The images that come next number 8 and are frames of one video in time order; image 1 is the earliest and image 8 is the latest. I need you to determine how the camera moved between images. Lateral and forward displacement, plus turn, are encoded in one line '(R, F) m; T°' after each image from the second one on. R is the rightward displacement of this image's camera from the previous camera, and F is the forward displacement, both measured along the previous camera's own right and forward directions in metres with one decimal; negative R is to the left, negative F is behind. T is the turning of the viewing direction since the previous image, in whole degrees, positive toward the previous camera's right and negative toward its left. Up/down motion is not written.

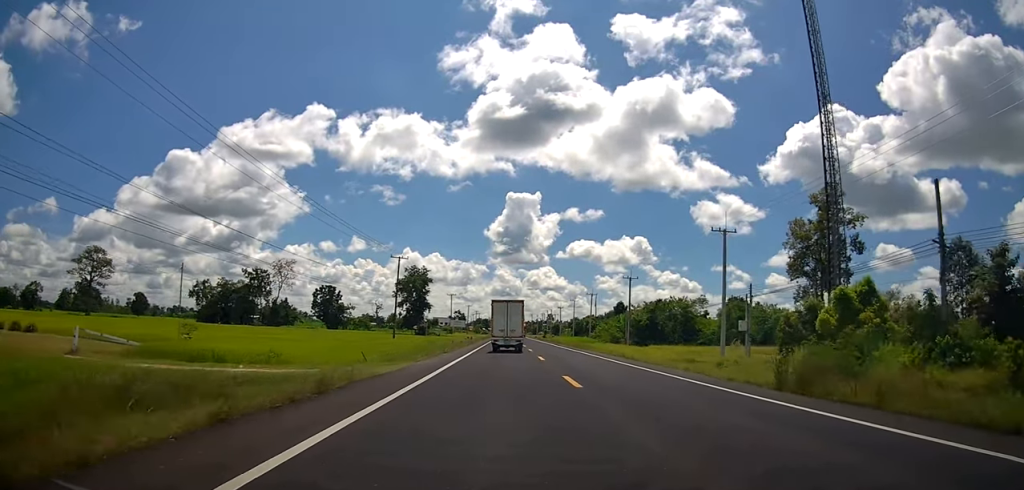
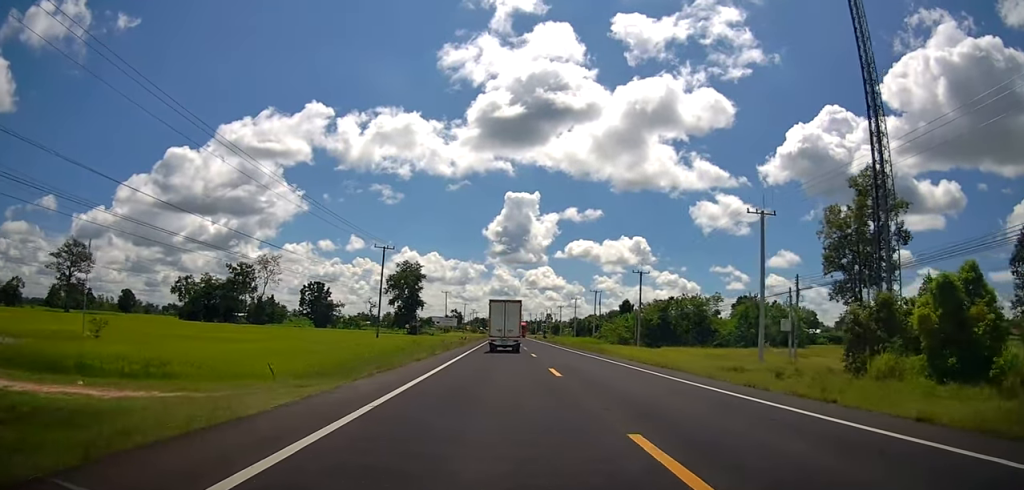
(-0.3, +8.8) m; 0°
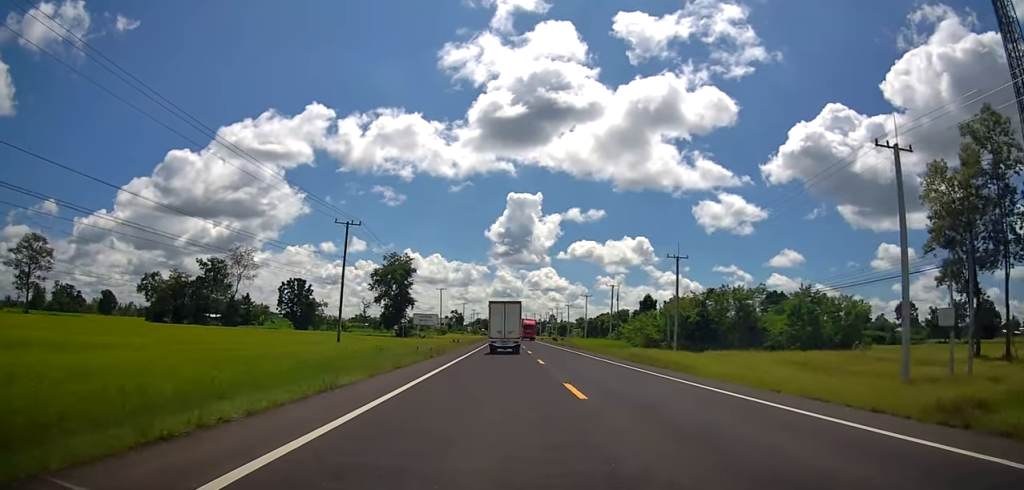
(+0.1, +17.5) m; 0°
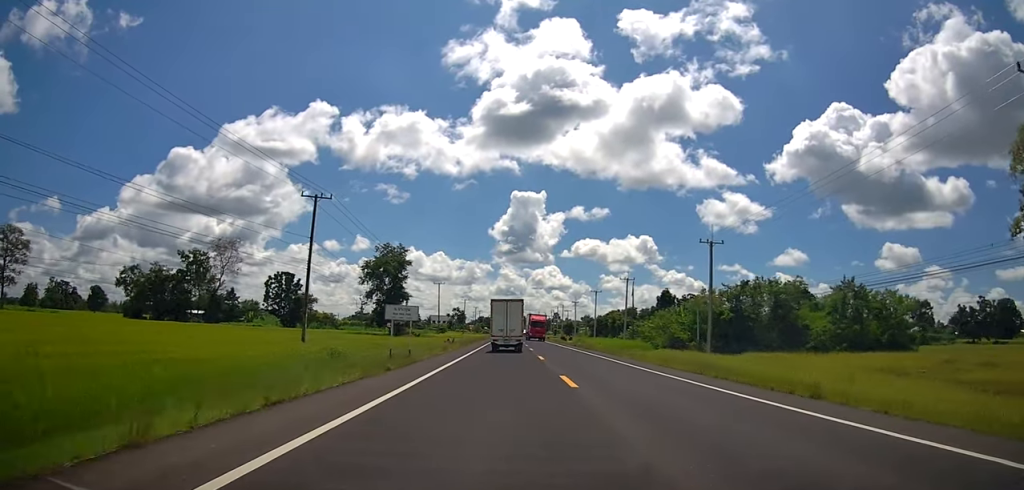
(+0.4, +10.3) m; 0°
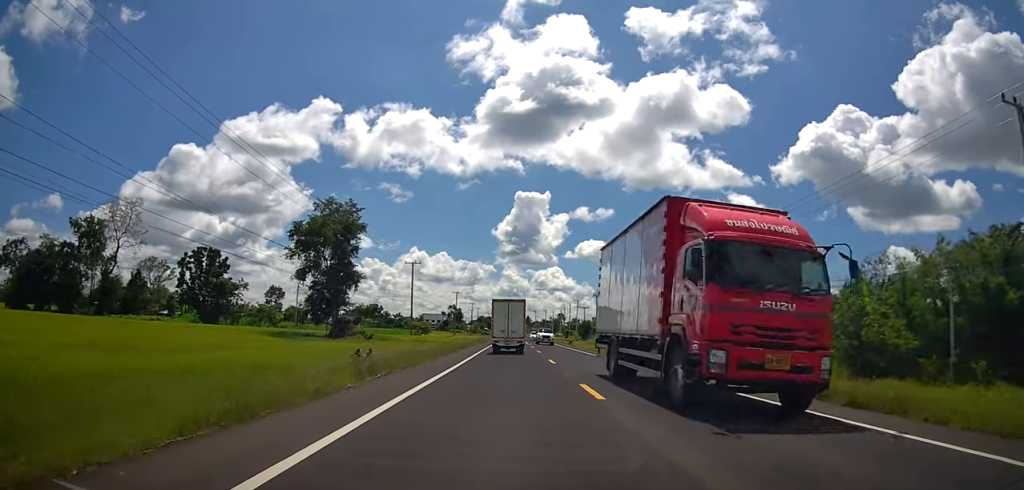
(-1.6, +38.0) m; -3°
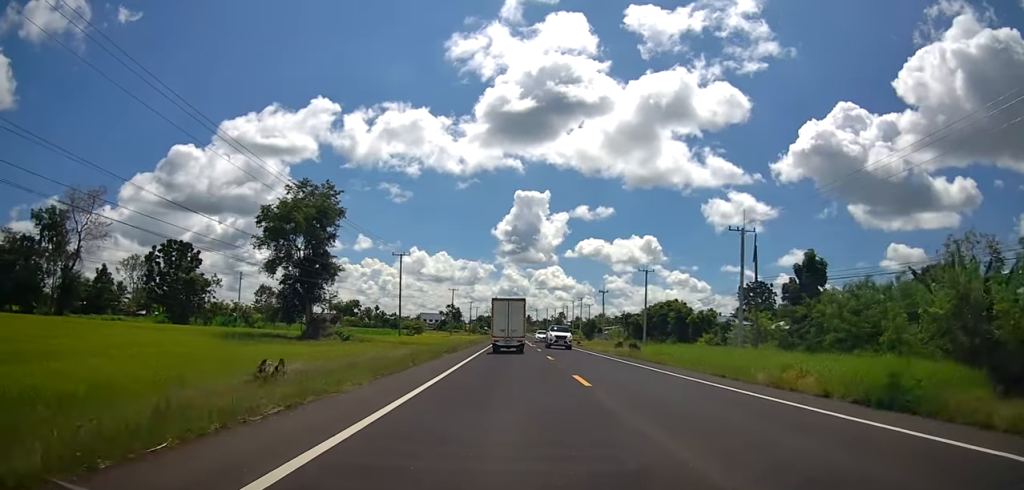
(0.0, +9.6) m; +1°
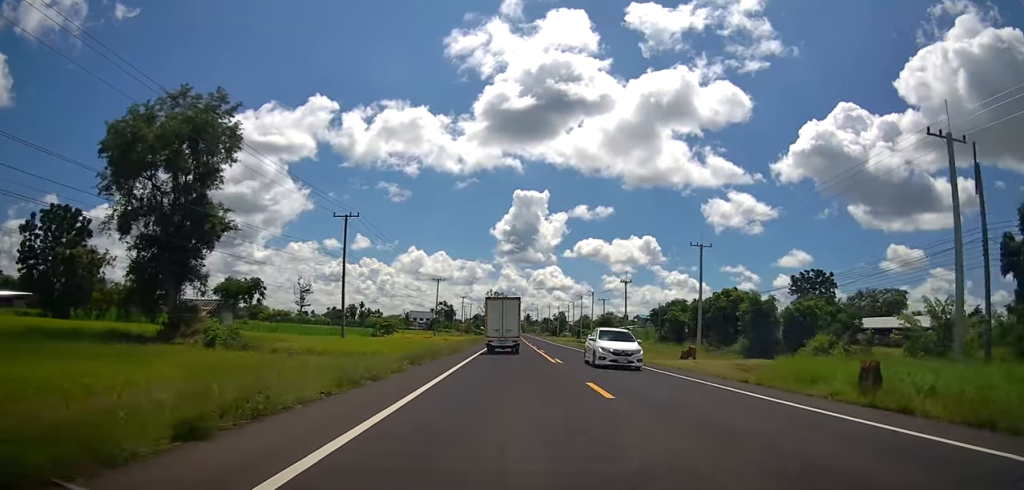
(+1.0, +26.5) m; +2°
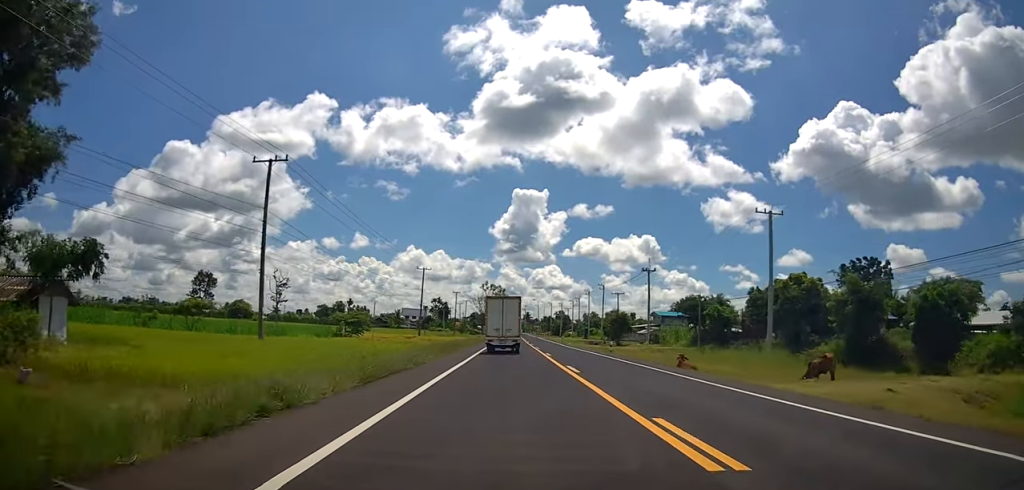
(-0.6, +17.8) m; -2°
